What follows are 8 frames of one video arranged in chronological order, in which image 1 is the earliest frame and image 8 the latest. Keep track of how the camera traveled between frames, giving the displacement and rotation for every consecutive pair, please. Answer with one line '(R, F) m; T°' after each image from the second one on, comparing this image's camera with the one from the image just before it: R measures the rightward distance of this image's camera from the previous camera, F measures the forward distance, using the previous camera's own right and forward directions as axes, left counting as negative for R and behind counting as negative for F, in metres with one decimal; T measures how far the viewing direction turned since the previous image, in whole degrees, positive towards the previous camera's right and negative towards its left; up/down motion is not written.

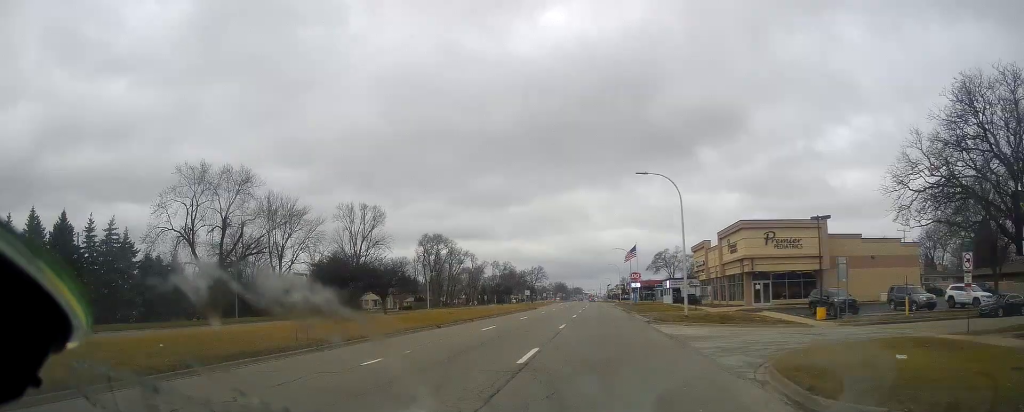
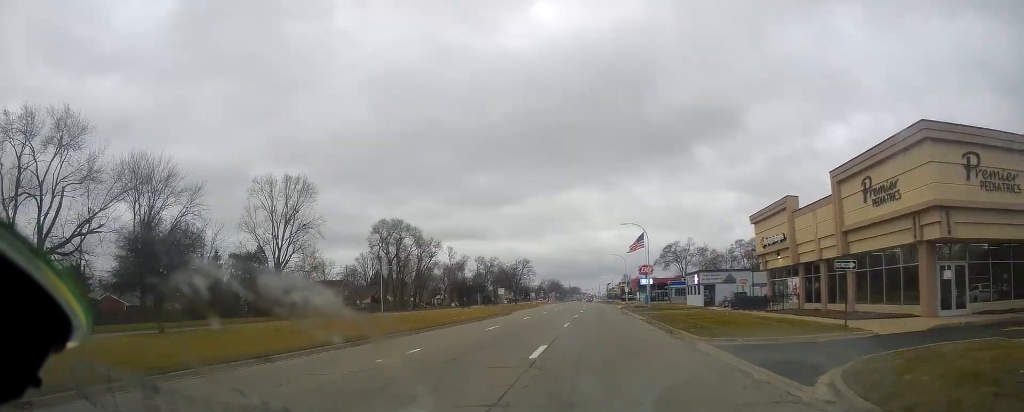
(-0.6, +31.0) m; -2°
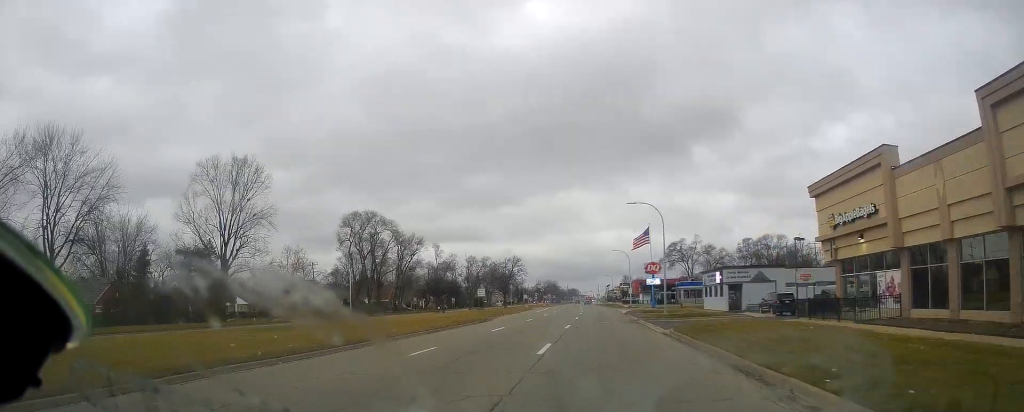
(-0.1, +14.2) m; 0°
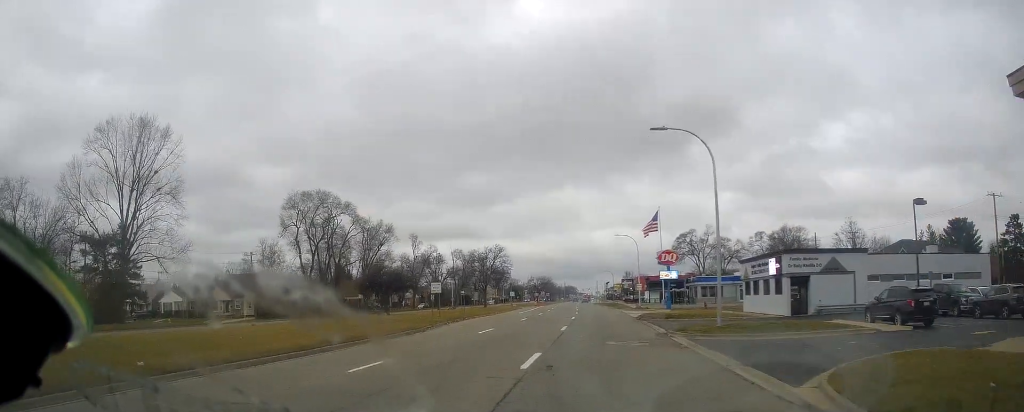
(+0.2, +19.7) m; +1°
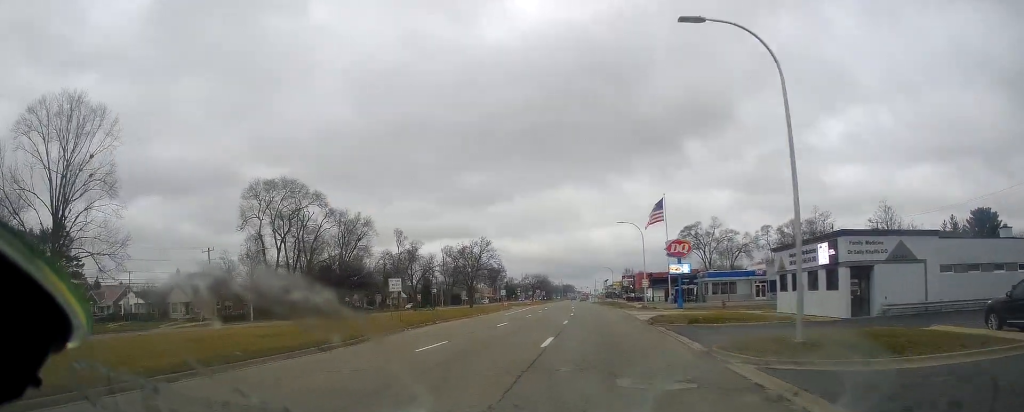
(+0.3, +10.3) m; 0°
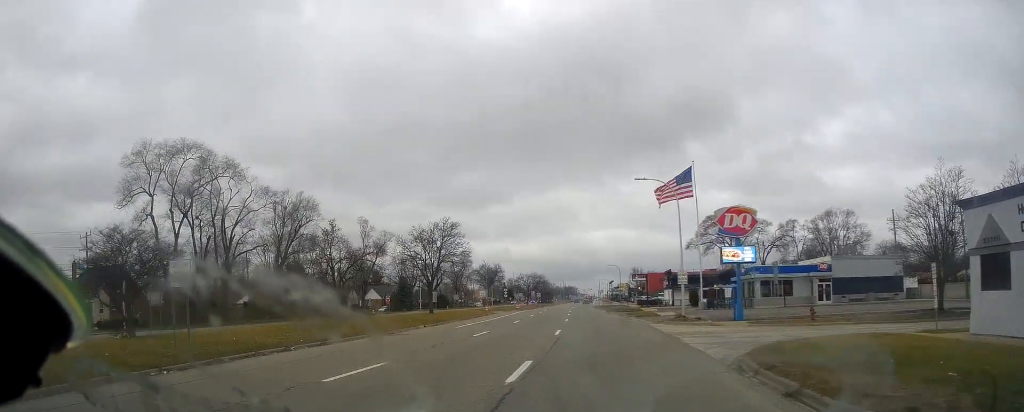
(-0.6, +23.1) m; -1°
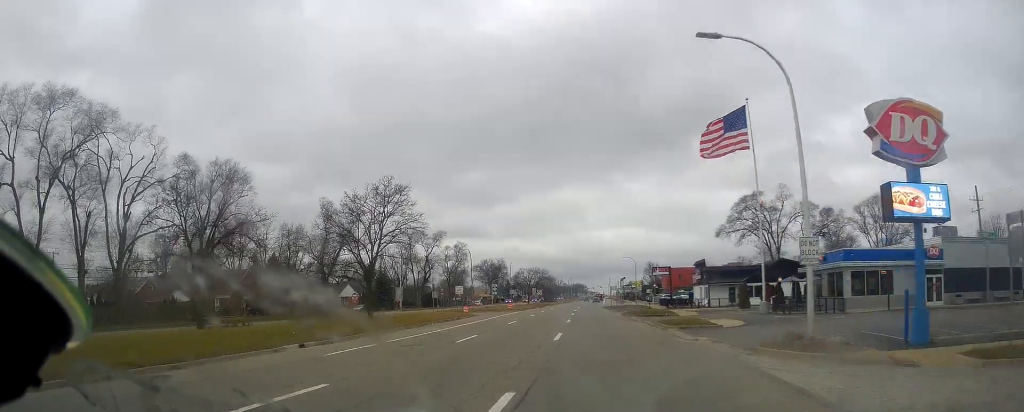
(0.0, +20.4) m; +1°
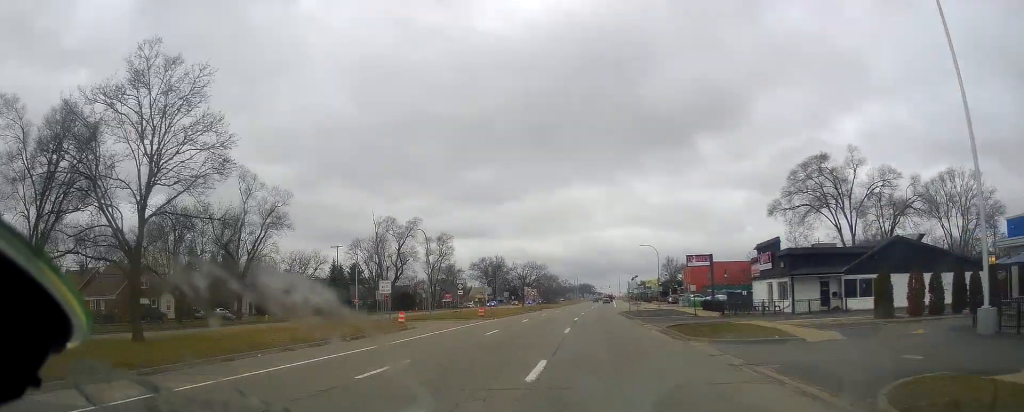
(0.0, +25.9) m; -2°
